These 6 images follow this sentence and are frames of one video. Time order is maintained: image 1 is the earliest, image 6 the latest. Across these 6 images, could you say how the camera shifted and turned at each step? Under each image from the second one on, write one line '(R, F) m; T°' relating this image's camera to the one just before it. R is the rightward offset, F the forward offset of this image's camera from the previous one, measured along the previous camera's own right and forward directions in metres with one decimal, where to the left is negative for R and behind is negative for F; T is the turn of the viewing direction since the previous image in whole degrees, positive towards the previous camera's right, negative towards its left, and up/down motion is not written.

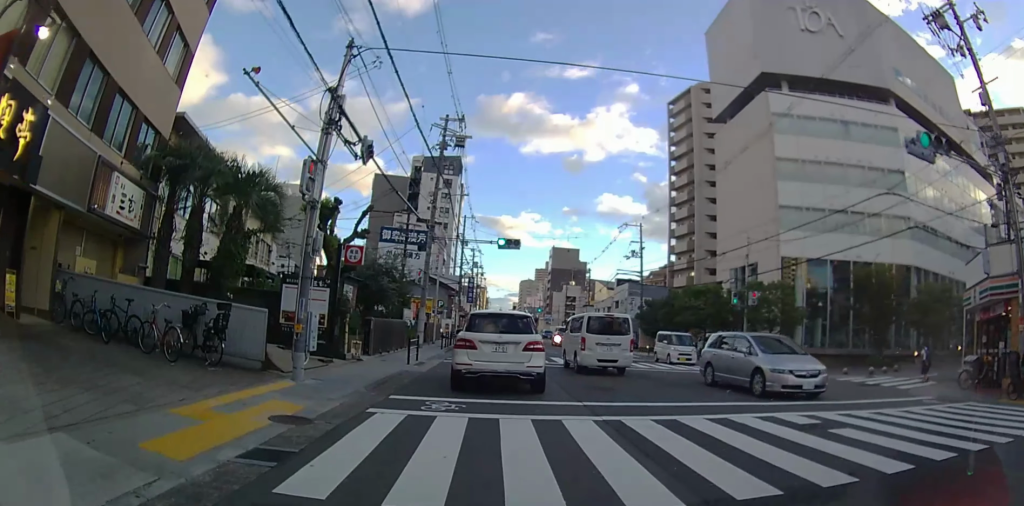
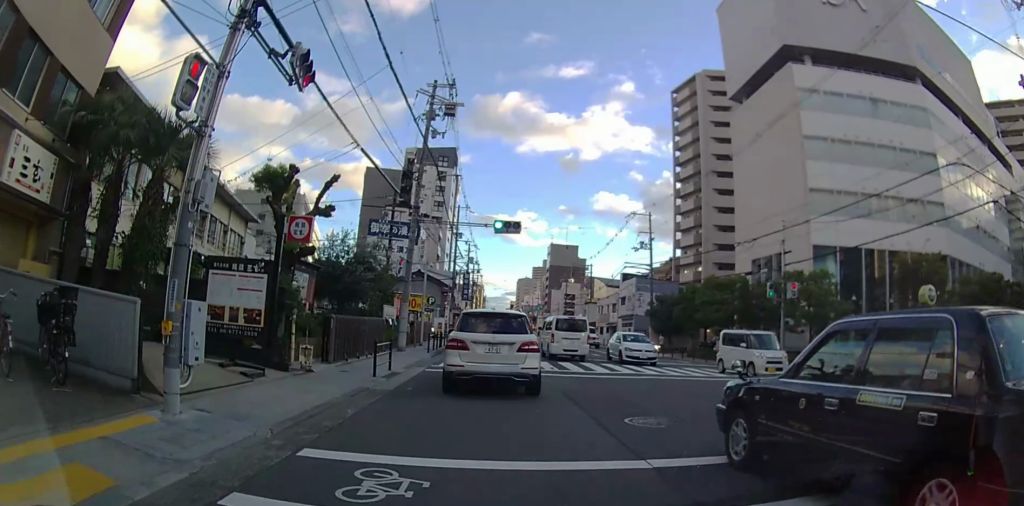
(+0.5, +3.7) m; +8°
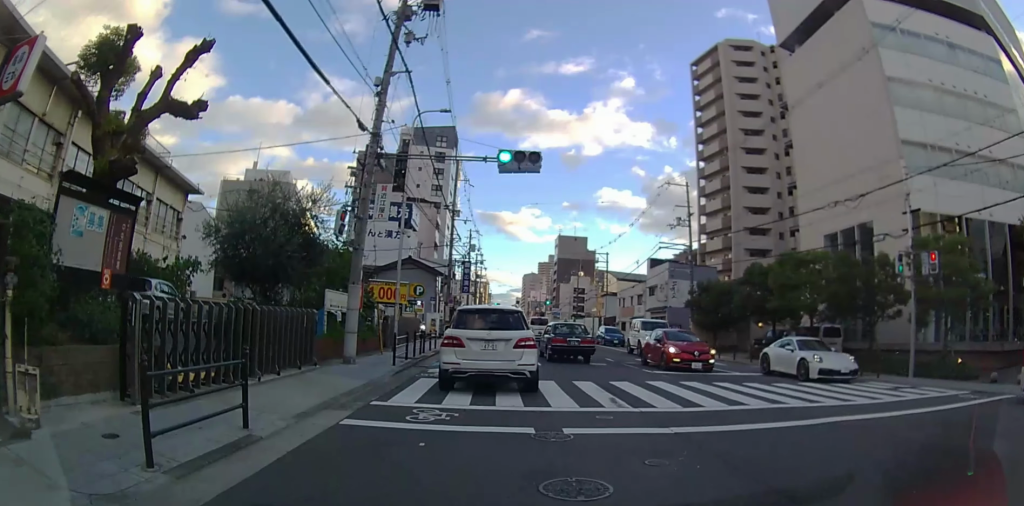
(+0.2, +10.1) m; +1°
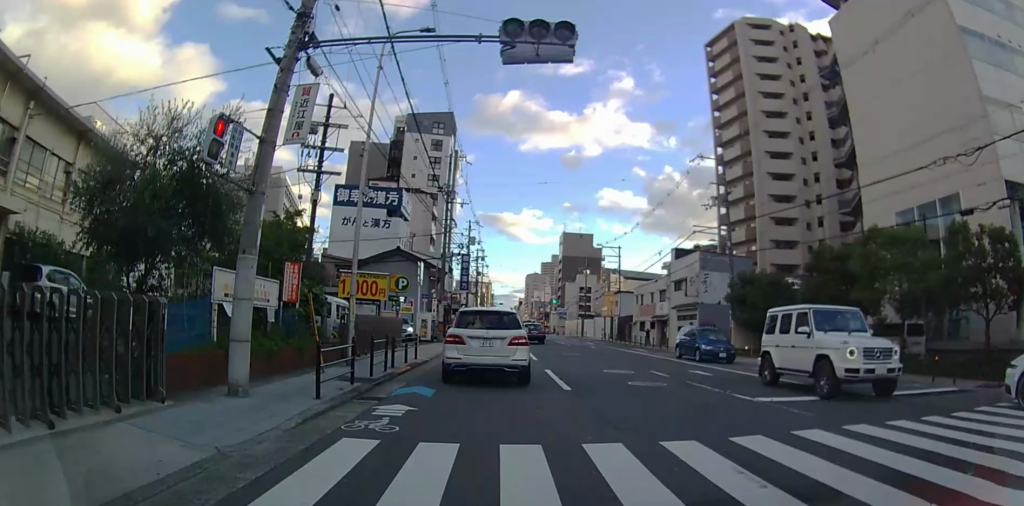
(0.0, +7.9) m; 0°
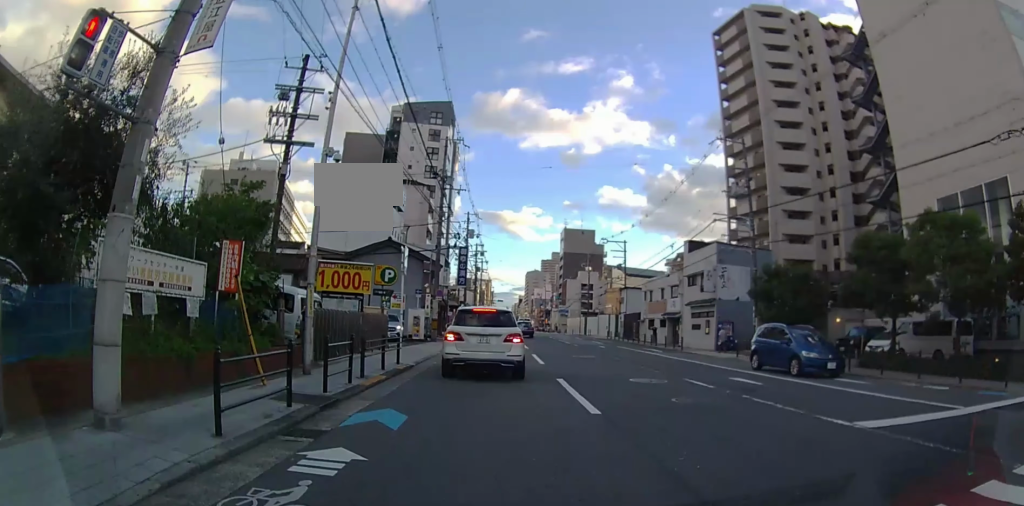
(0.0, +3.9) m; 0°
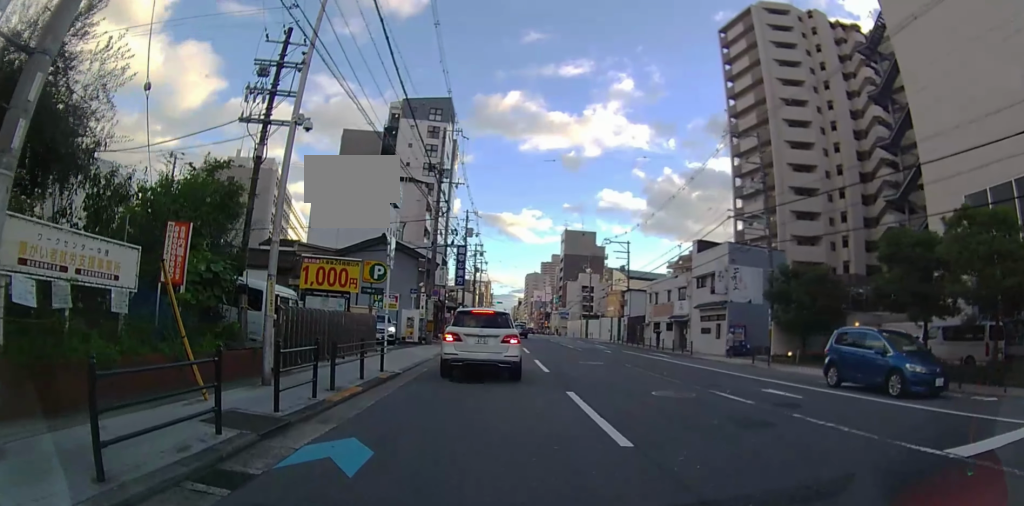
(0.0, +2.4) m; 0°
